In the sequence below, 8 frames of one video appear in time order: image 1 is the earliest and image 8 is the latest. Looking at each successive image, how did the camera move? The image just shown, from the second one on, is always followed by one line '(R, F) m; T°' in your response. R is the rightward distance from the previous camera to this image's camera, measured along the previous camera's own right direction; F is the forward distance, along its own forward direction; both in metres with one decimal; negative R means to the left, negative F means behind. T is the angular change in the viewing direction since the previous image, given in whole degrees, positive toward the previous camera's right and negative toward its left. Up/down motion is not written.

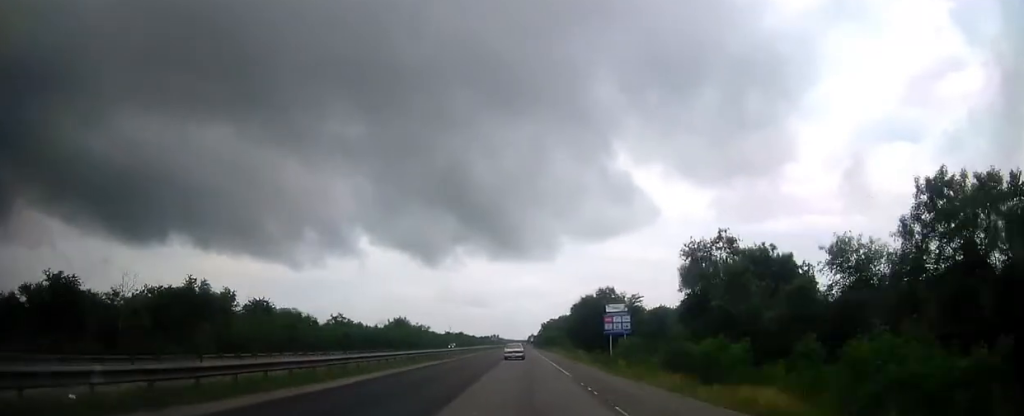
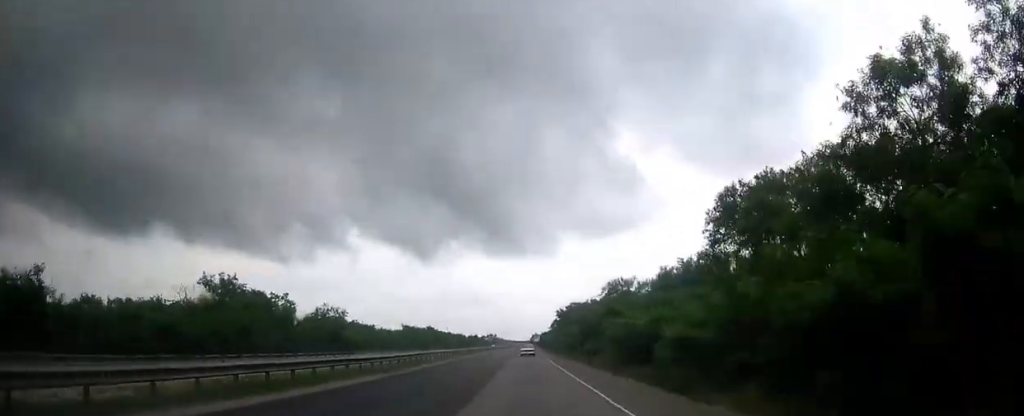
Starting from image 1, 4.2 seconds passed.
(-0.3, +117.1) m; 0°
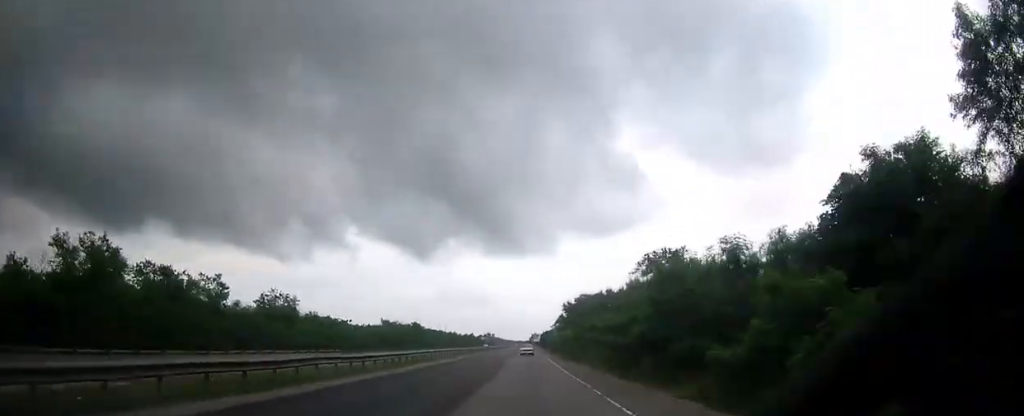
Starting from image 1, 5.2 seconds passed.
(0.0, +27.6) m; 0°
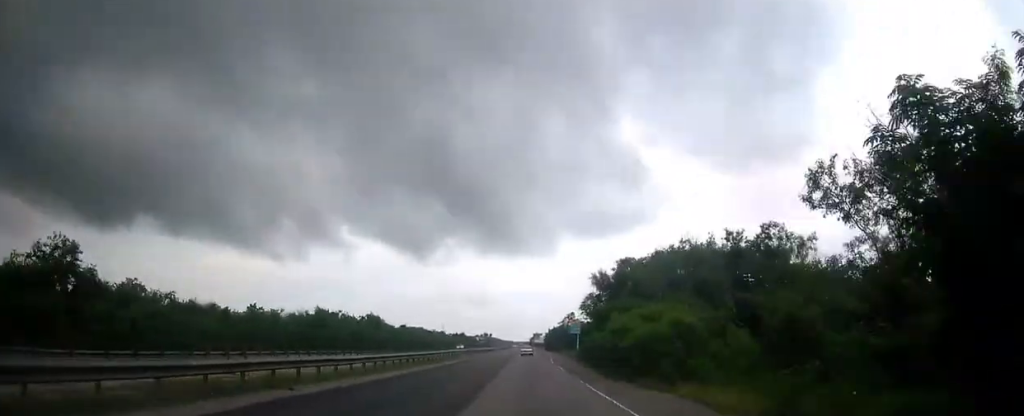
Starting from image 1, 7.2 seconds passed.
(0.0, +55.8) m; 0°
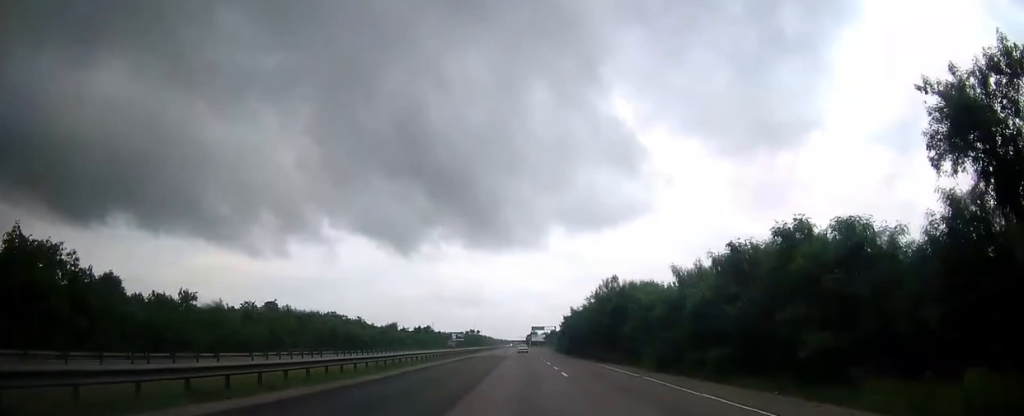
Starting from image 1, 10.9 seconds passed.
(+0.1, +102.8) m; 0°
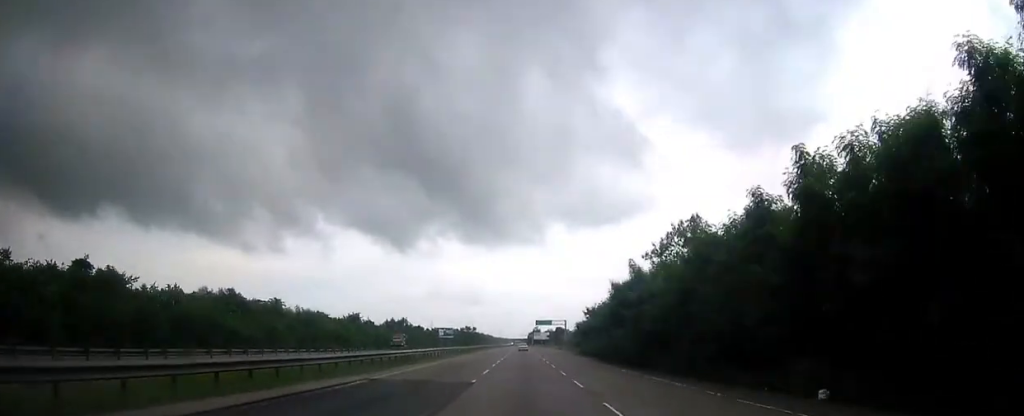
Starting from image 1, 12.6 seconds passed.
(+0.1, +47.8) m; 0°
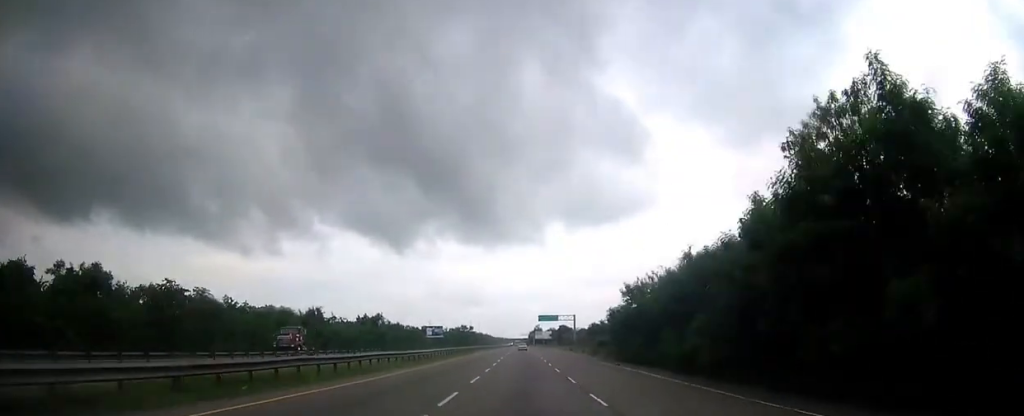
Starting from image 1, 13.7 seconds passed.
(0.0, +30.7) m; 0°
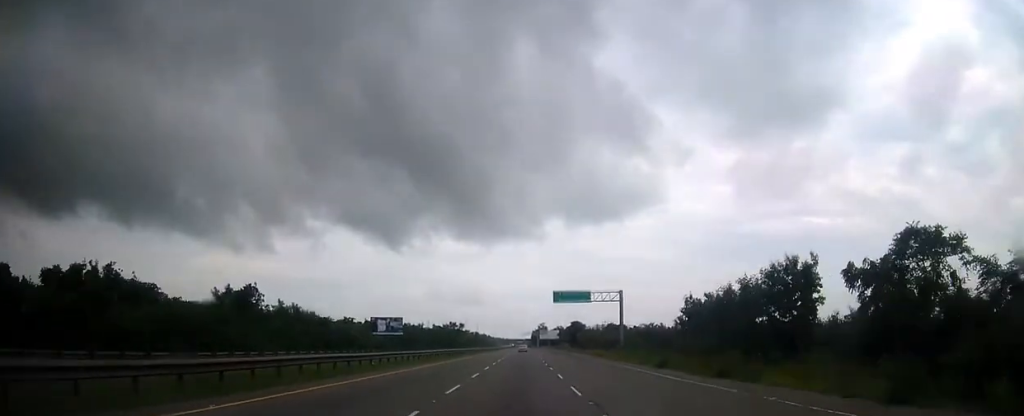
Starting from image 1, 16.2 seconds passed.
(0.0, +69.7) m; 0°
